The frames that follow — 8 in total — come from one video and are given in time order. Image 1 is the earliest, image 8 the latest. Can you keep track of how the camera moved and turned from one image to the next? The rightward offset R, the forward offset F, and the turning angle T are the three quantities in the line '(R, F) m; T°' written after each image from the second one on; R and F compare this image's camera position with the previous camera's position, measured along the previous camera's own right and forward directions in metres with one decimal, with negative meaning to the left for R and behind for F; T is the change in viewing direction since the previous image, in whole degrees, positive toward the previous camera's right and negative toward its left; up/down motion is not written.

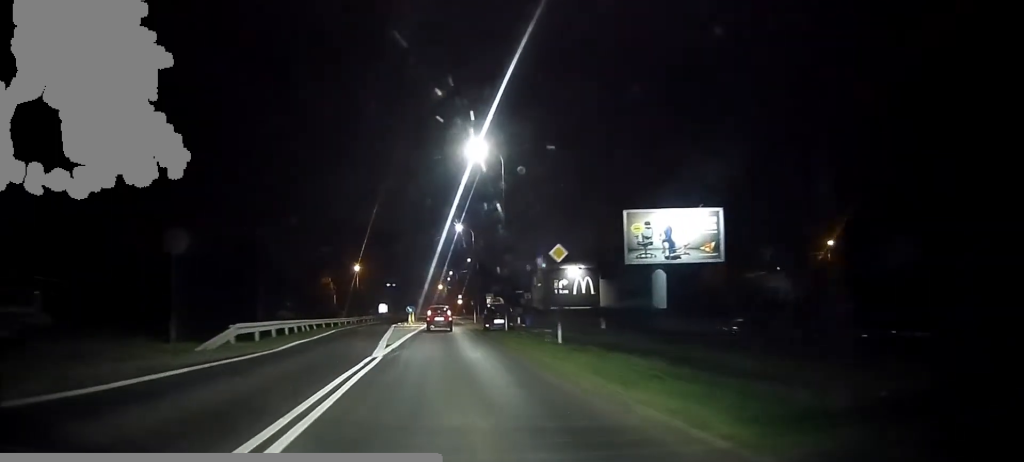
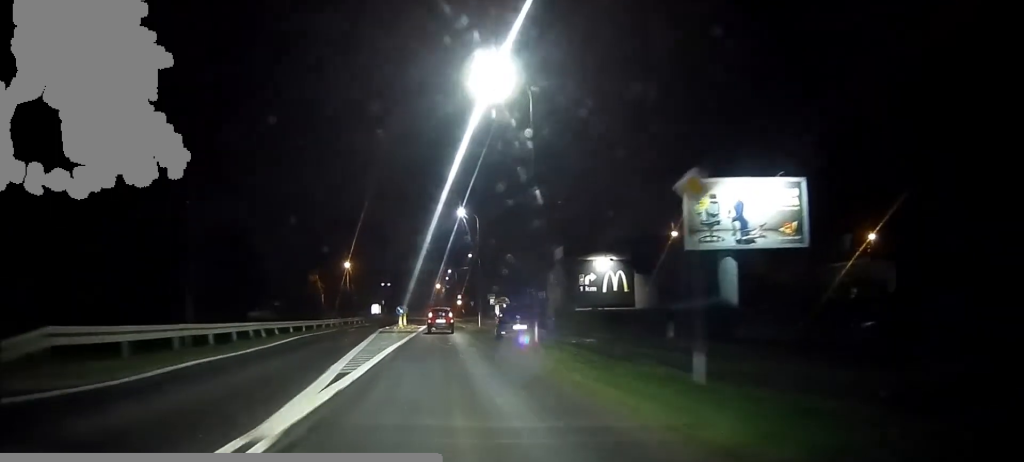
(+0.1, +10.9) m; 0°
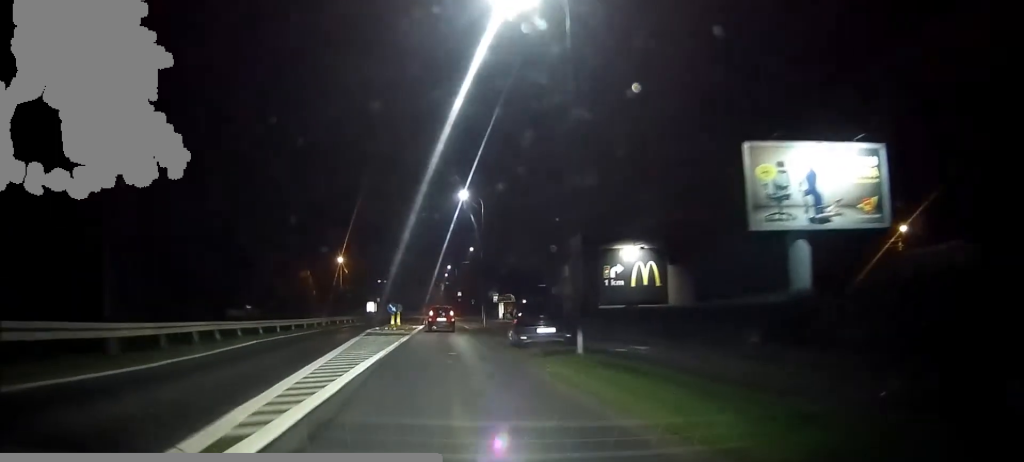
(0.0, +7.1) m; 0°
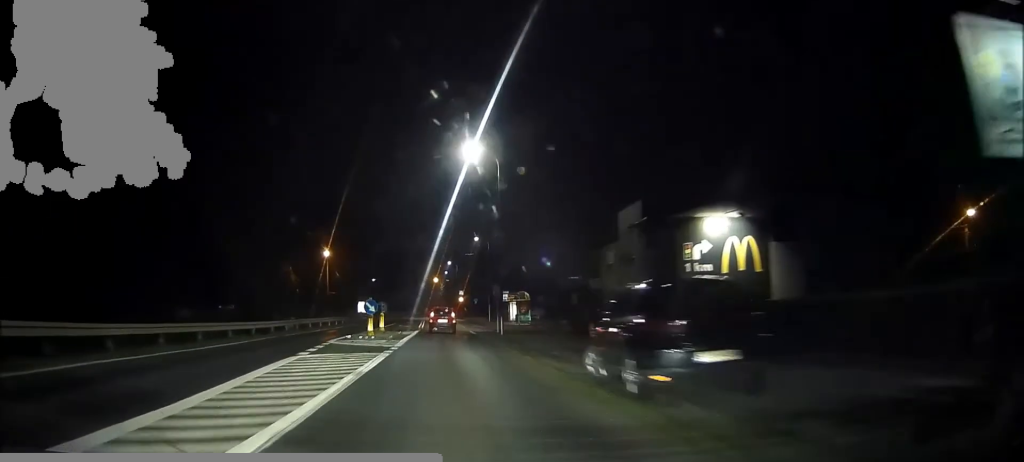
(0.0, +13.0) m; -1°
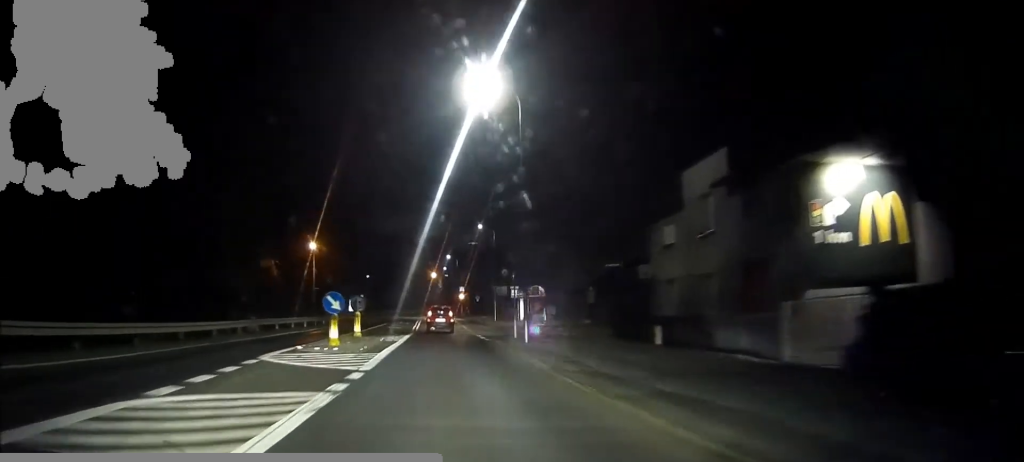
(-0.1, +9.8) m; -1°
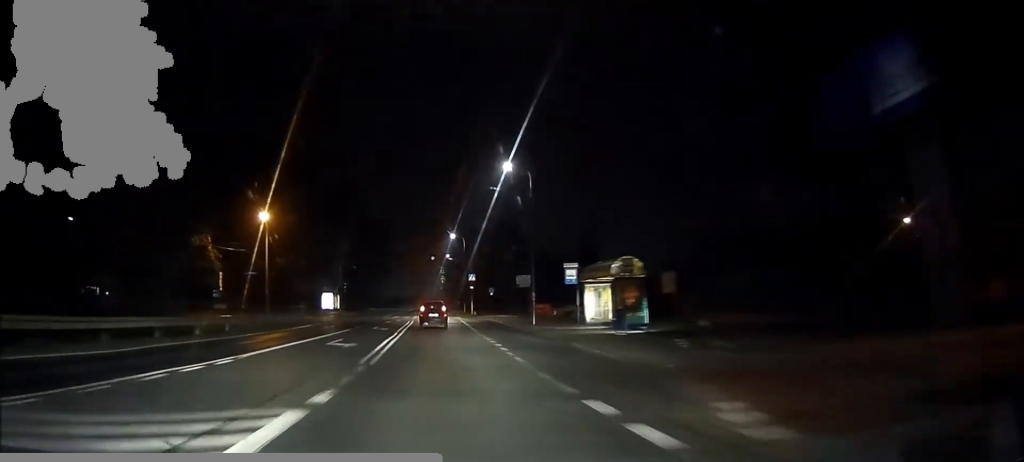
(-0.3, +26.1) m; -1°
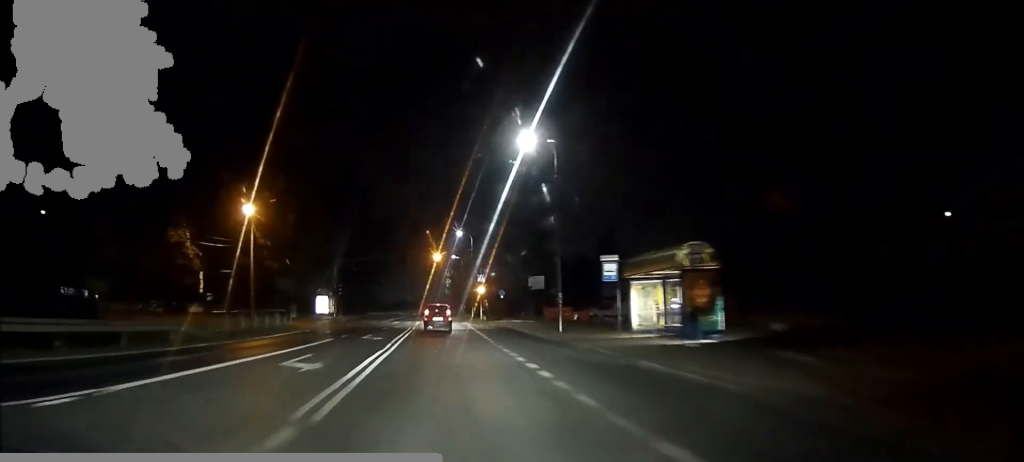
(0.0, +7.1) m; 0°
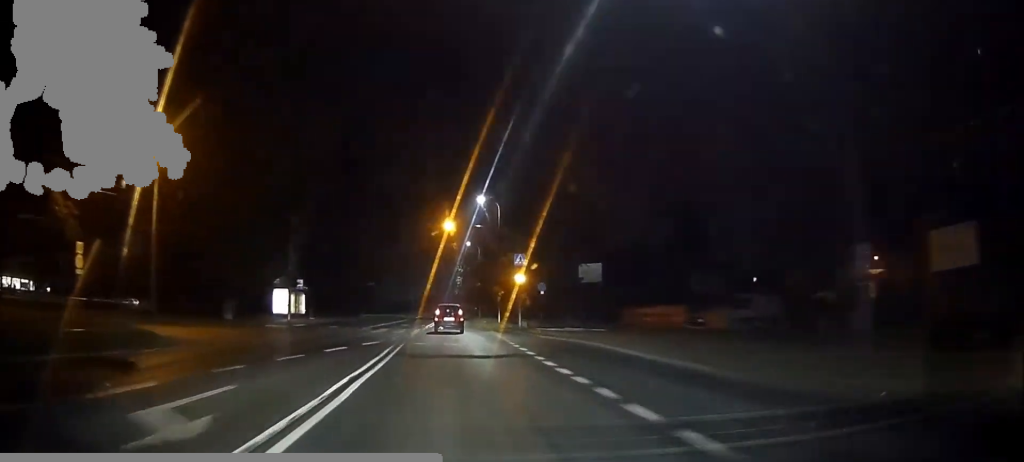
(+0.3, +23.5) m; +1°
